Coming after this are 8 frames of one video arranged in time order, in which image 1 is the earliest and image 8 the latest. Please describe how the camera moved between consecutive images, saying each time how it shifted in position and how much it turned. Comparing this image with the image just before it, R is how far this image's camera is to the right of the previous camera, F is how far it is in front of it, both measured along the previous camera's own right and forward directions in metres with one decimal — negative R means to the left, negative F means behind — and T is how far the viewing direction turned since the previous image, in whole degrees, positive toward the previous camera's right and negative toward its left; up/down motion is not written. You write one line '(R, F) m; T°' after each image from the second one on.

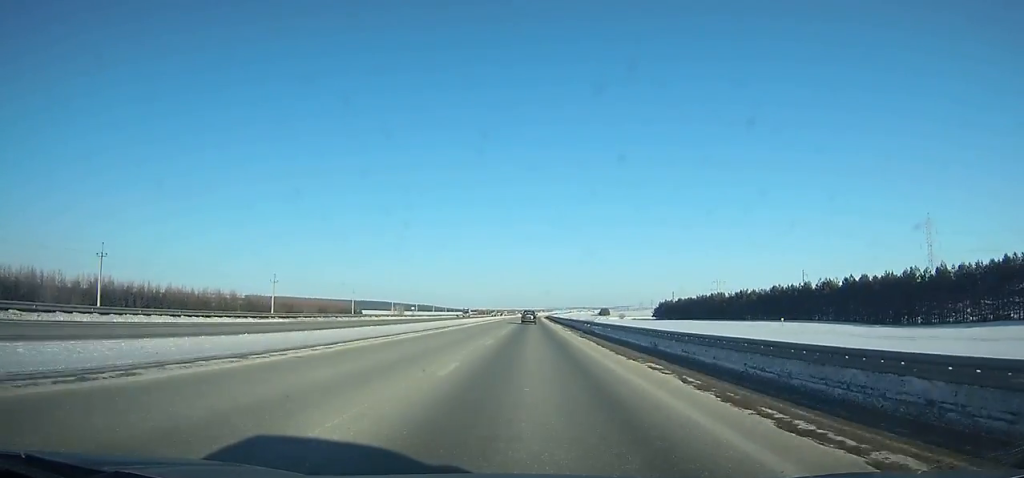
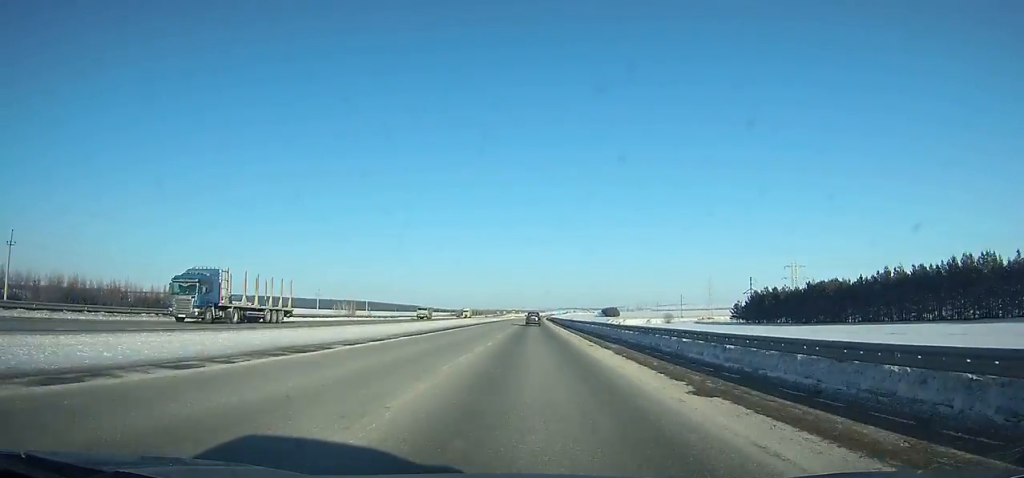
(+1.0, +157.6) m; +1°
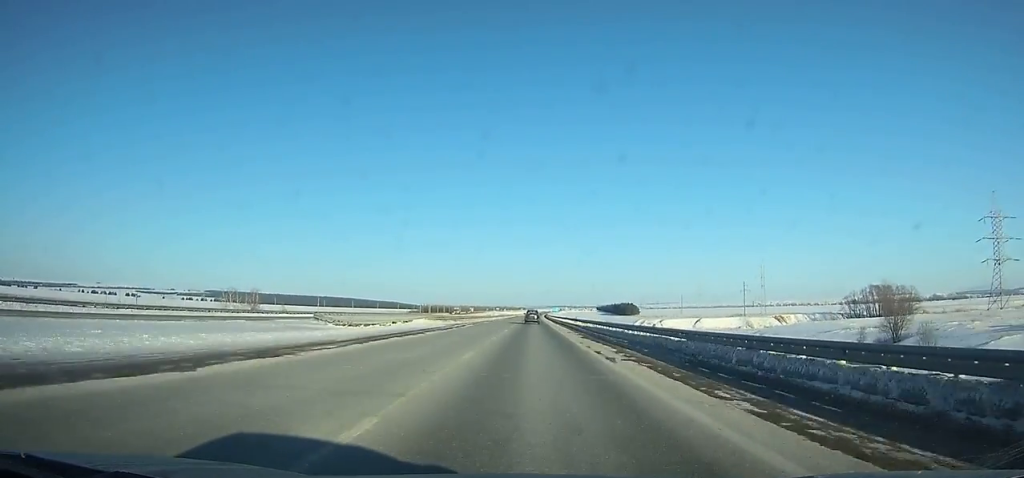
(+1.5, +170.2) m; +1°
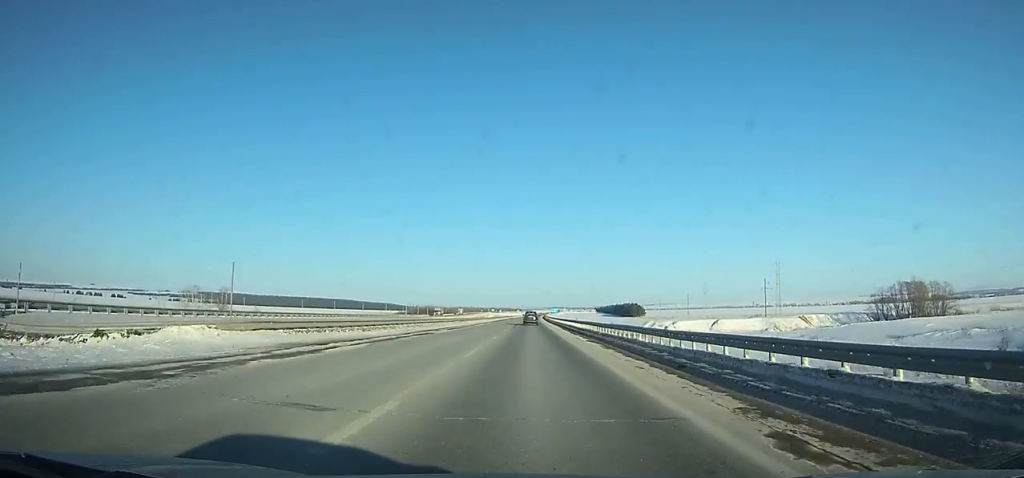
(0.0, +35.5) m; 0°
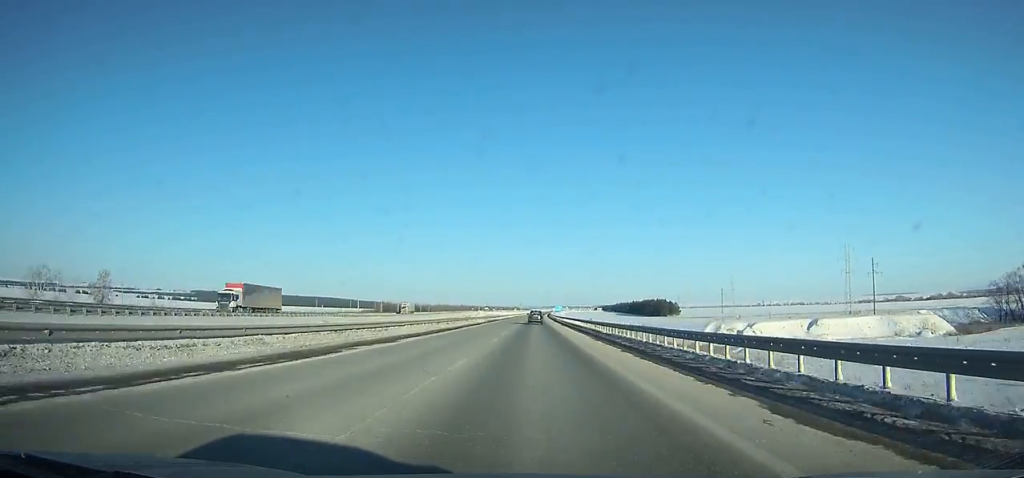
(+0.4, +100.2) m; 0°
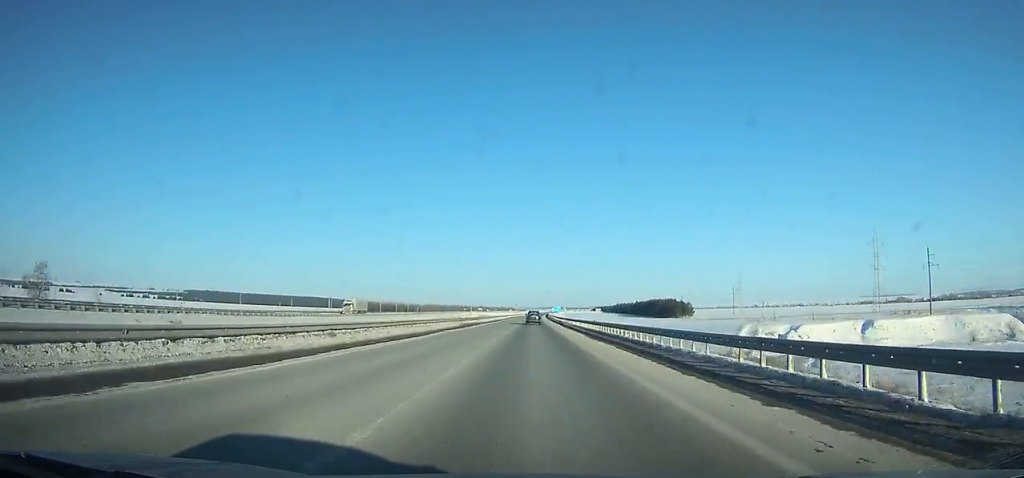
(0.0, +33.9) m; 0°
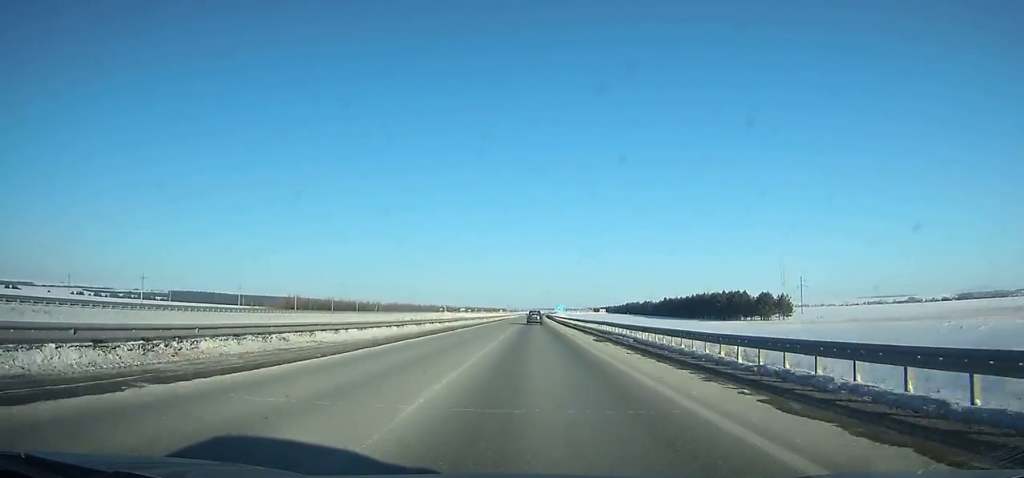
(+0.5, +113.9) m; +1°
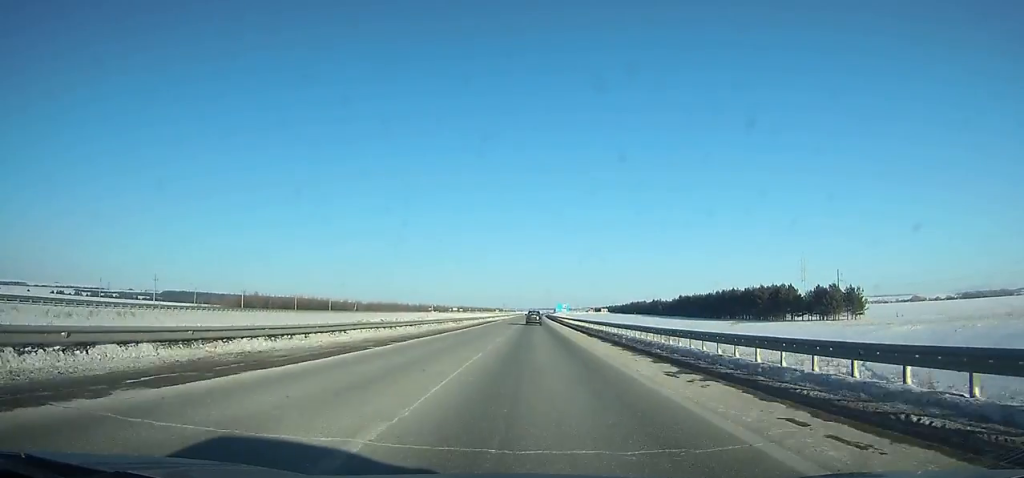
(+0.2, +40.0) m; 0°
